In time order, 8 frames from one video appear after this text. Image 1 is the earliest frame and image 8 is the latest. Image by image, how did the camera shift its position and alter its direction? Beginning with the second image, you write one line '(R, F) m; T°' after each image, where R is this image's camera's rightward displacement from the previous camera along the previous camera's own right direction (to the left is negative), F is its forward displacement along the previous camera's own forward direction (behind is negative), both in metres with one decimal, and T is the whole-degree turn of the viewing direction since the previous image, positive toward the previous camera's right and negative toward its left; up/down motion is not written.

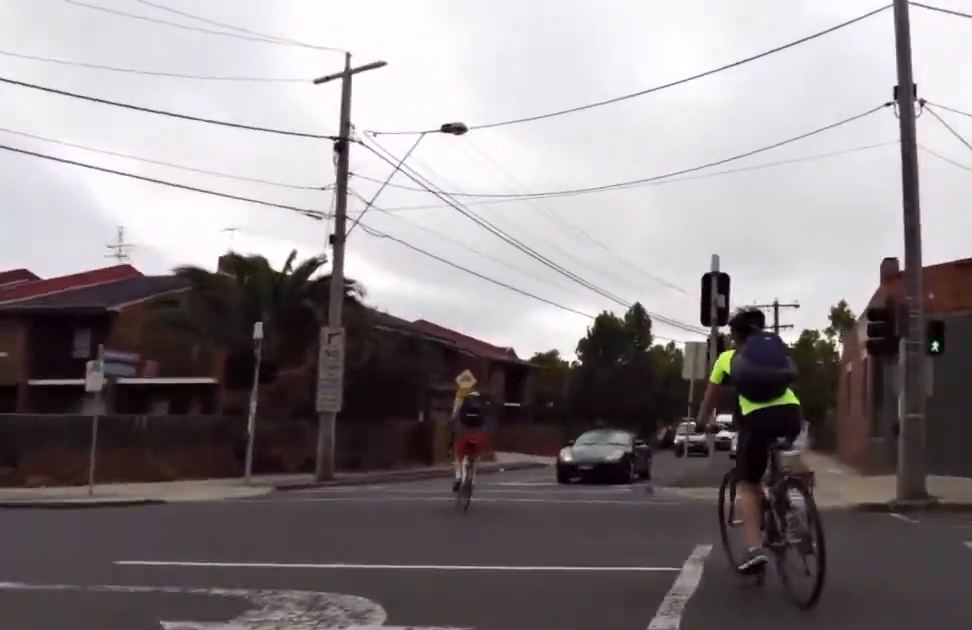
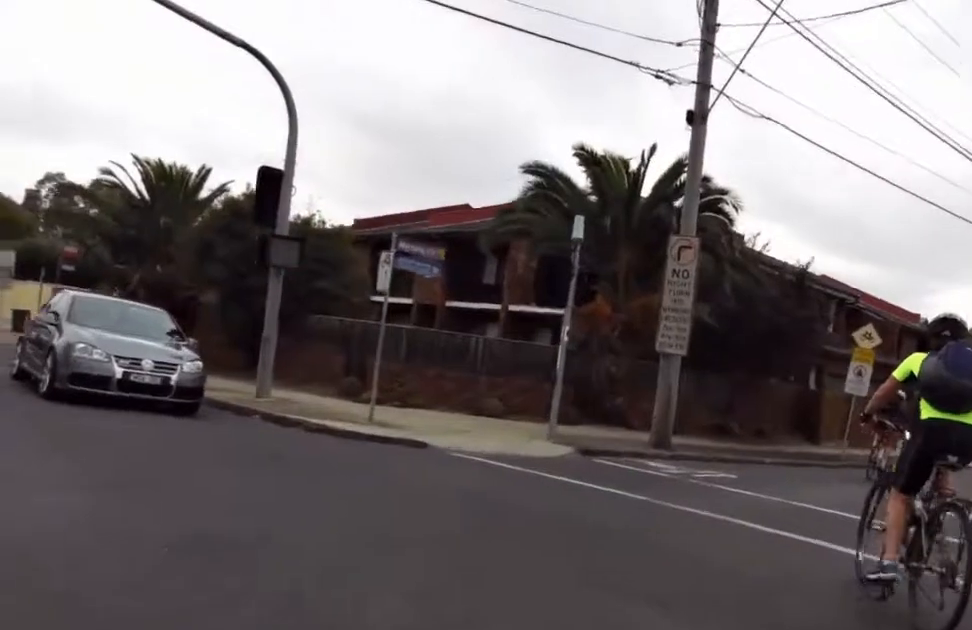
(-0.4, +6.9) m; -13°
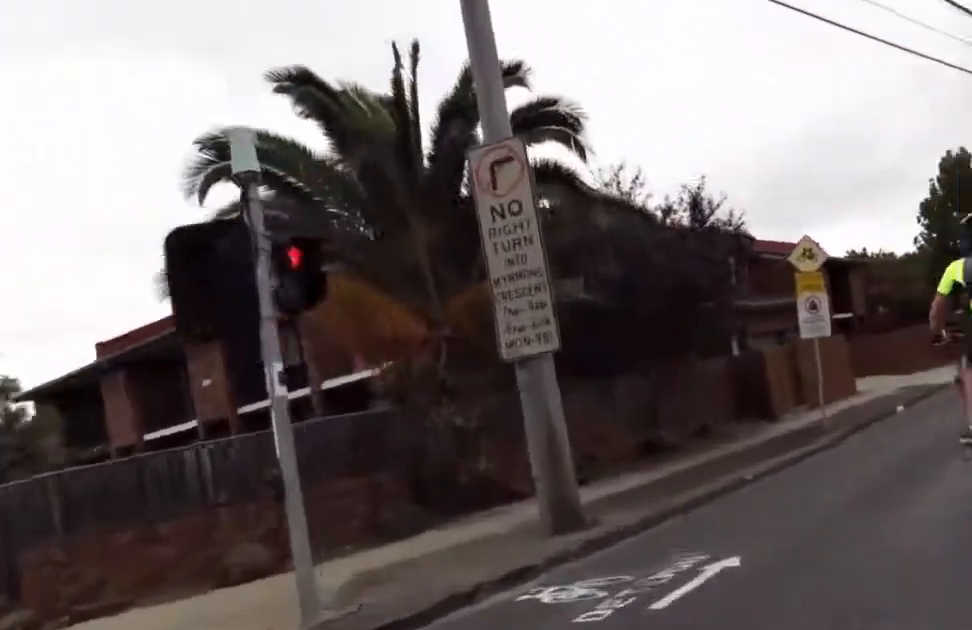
(-0.7, +6.2) m; -8°
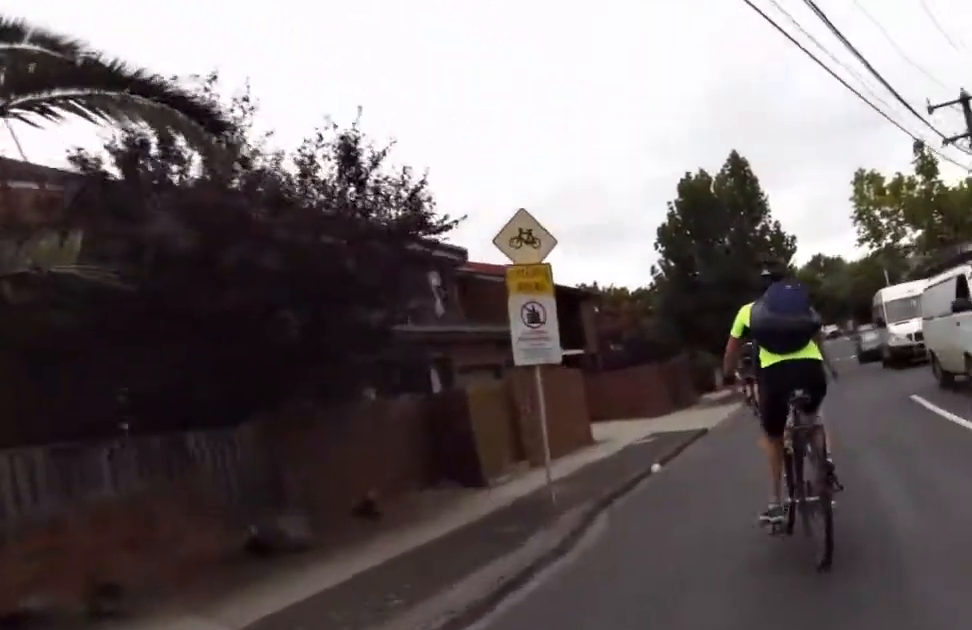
(0.0, +5.1) m; +9°
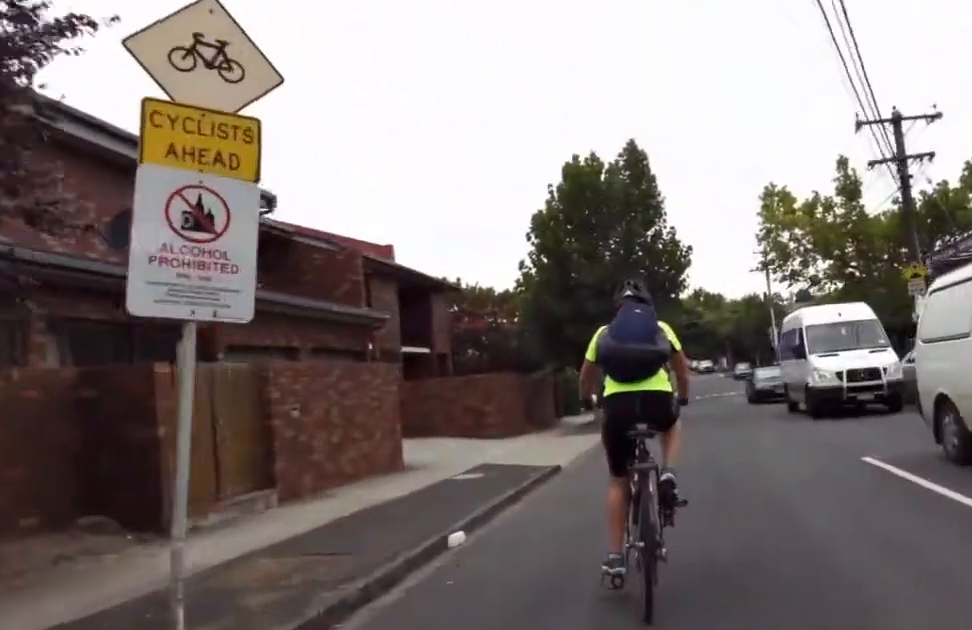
(+0.6, +4.4) m; +13°
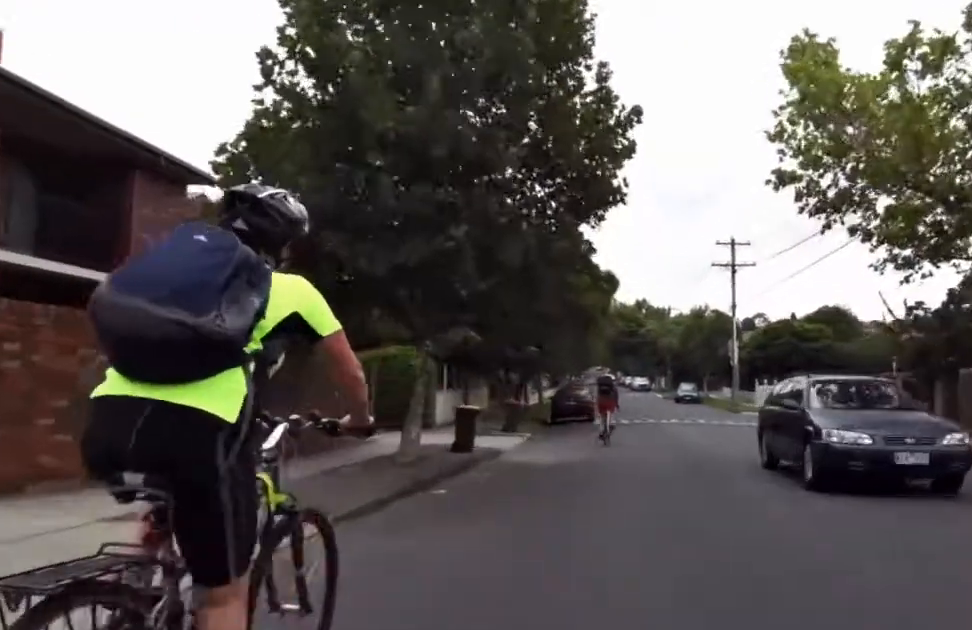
(+3.2, +12.9) m; +16°
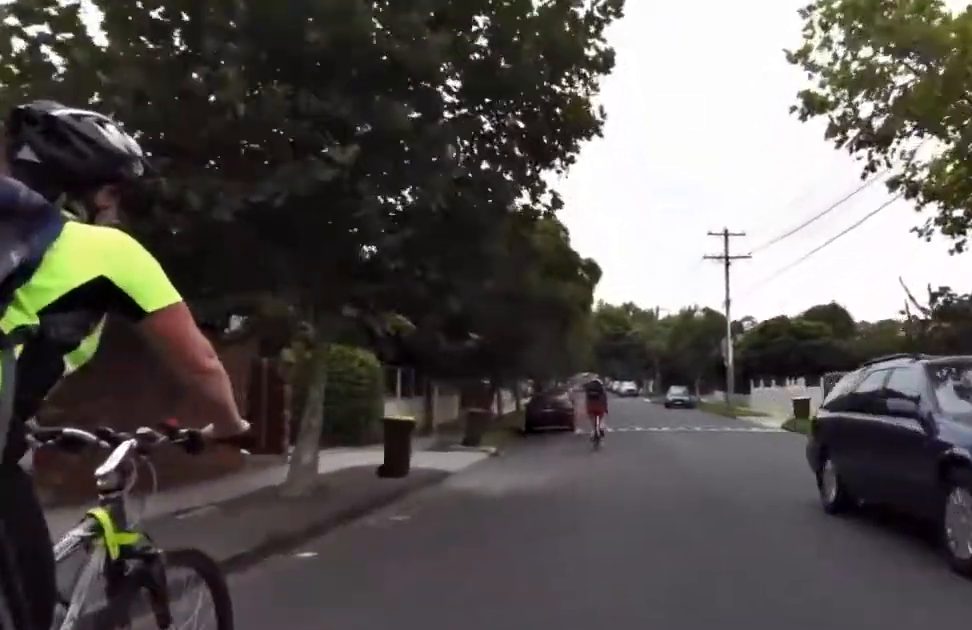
(-0.1, +3.5) m; 0°
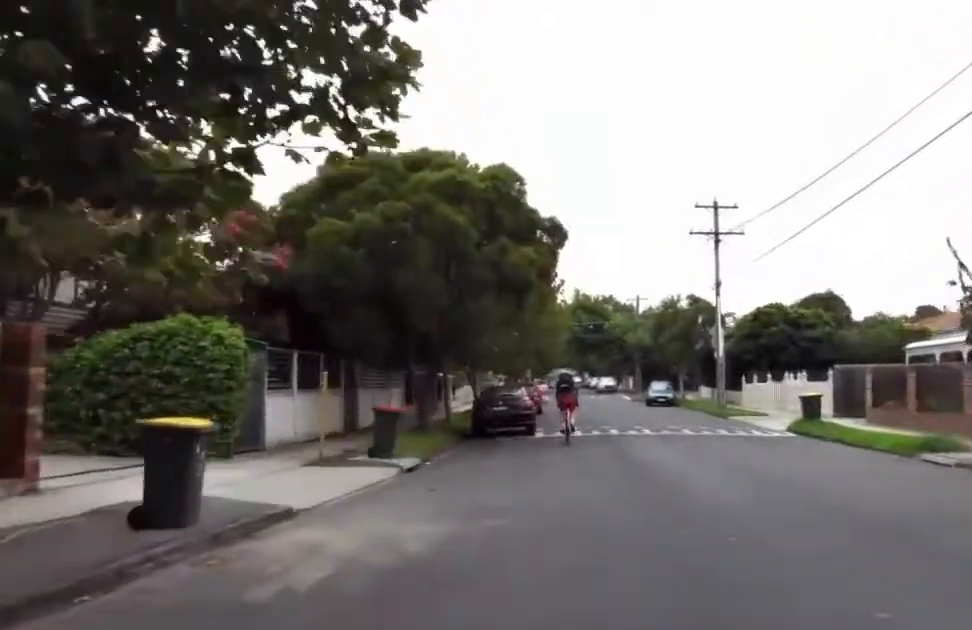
(0.0, +5.1) m; -3°
